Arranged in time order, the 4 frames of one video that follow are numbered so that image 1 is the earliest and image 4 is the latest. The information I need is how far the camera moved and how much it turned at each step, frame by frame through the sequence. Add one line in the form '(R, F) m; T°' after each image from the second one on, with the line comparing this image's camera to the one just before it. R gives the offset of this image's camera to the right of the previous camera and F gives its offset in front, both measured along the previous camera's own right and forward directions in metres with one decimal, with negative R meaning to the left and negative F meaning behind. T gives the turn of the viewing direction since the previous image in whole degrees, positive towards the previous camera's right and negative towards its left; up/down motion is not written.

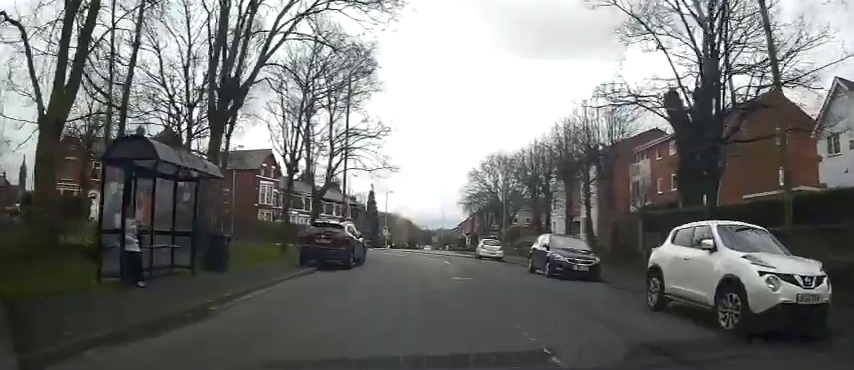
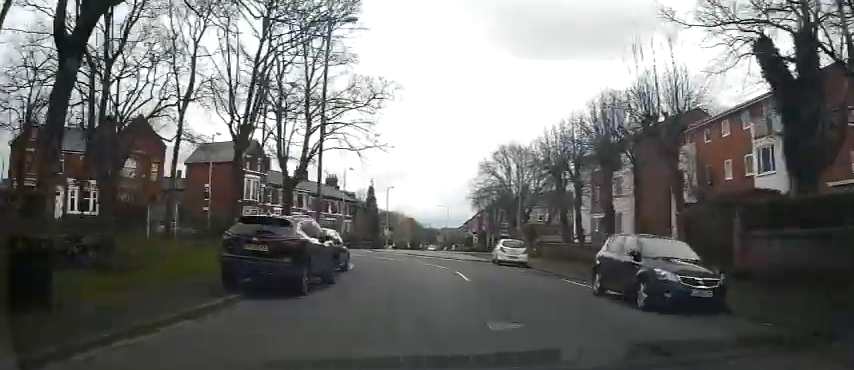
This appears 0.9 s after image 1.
(0.0, +7.7) m; 0°
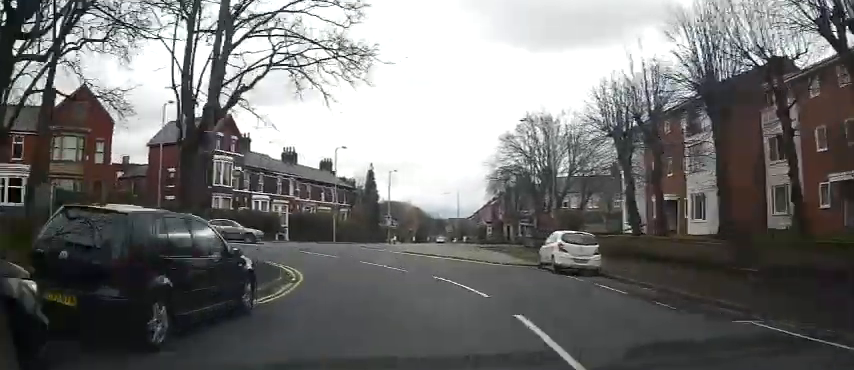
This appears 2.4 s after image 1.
(0.0, +12.2) m; -2°
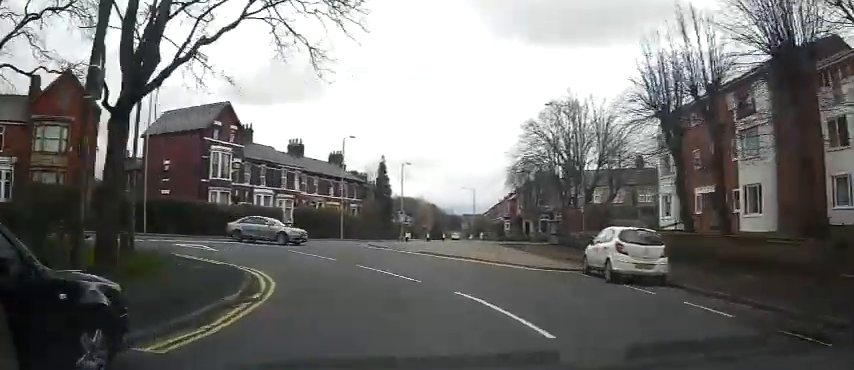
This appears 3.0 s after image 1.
(+0.1, +4.6) m; -5°
